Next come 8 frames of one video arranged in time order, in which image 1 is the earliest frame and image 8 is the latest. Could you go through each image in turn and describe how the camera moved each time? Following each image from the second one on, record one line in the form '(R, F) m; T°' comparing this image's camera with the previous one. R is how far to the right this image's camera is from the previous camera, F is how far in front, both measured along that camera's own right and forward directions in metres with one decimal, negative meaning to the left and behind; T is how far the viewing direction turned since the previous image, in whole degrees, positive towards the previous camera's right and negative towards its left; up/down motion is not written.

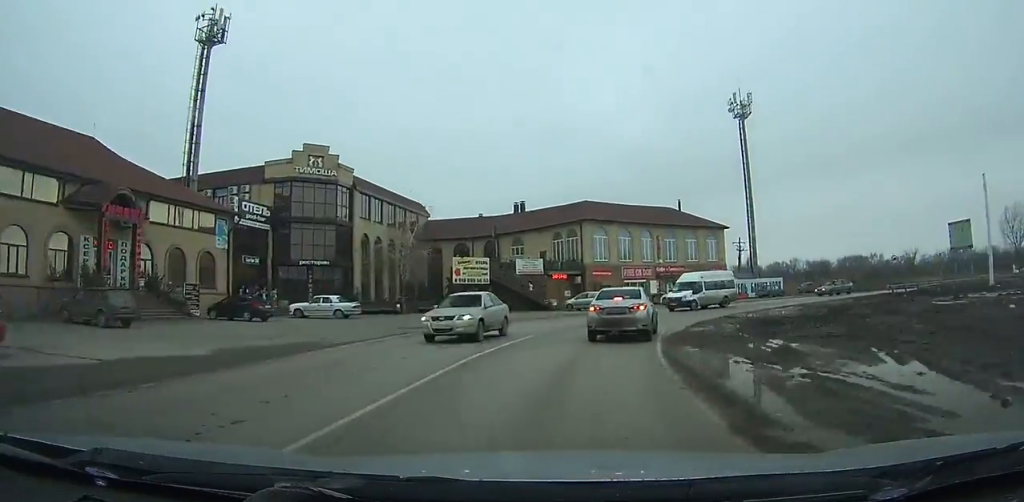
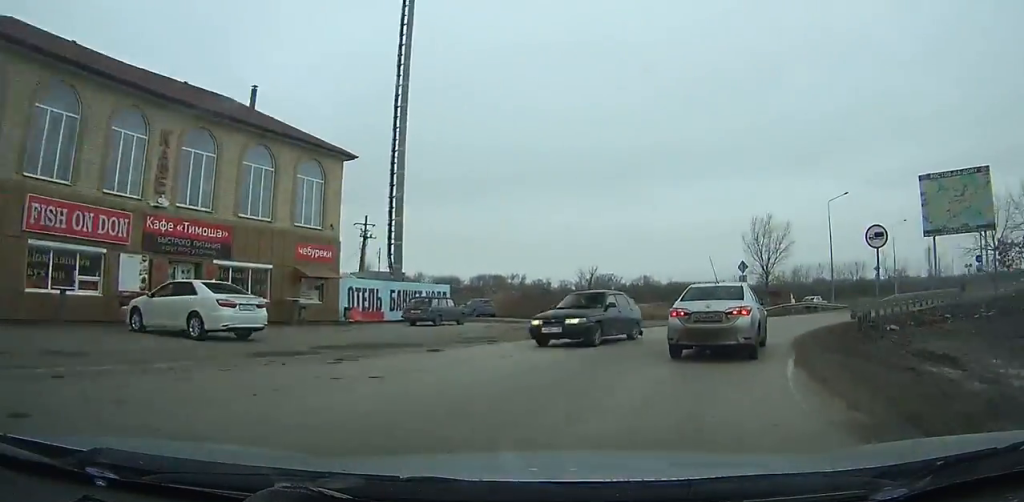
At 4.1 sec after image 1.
(+11.4, +35.4) m; +41°
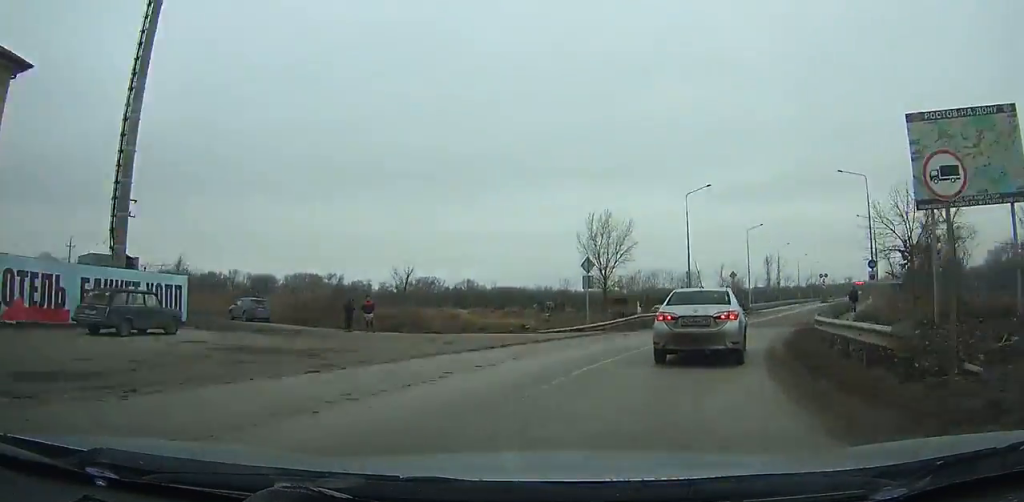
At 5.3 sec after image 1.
(+2.9, +11.5) m; +11°
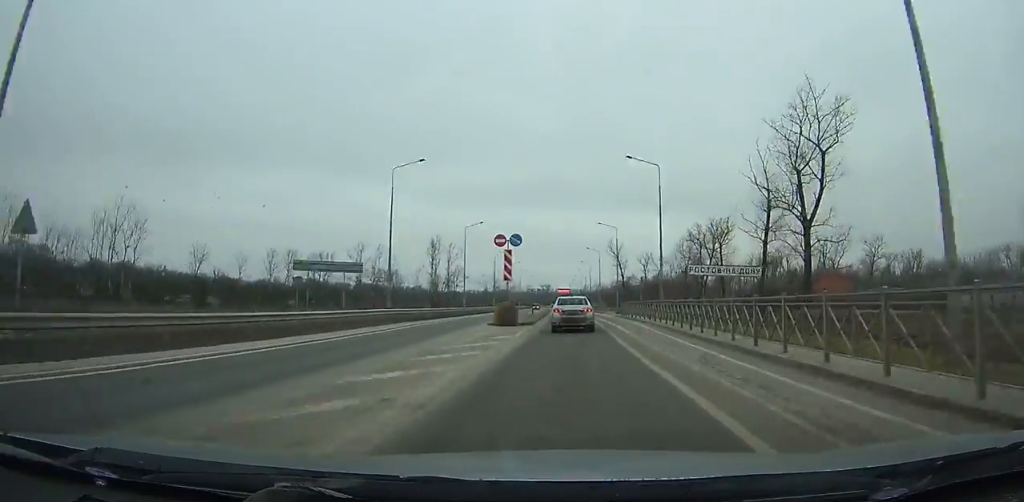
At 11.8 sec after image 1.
(+21.3, +74.5) m; +18°
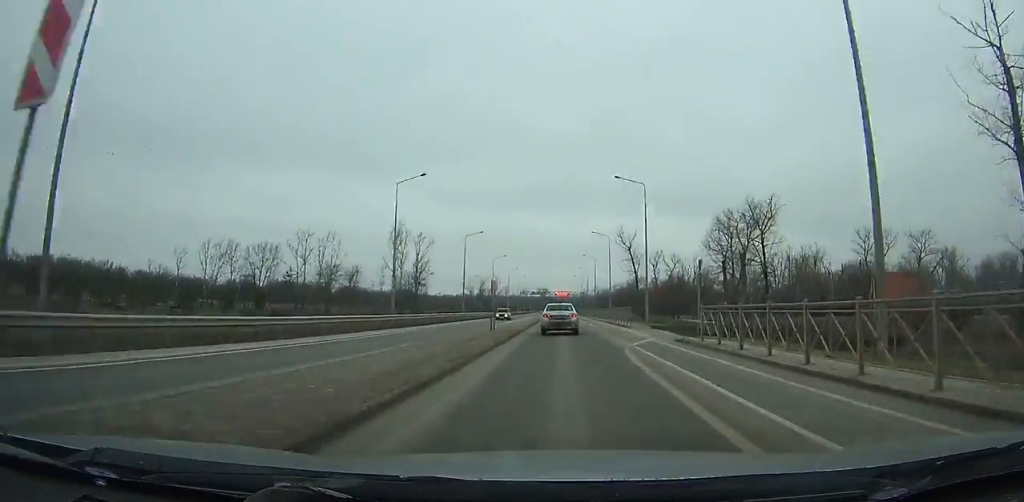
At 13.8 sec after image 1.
(0.0, +30.2) m; 0°
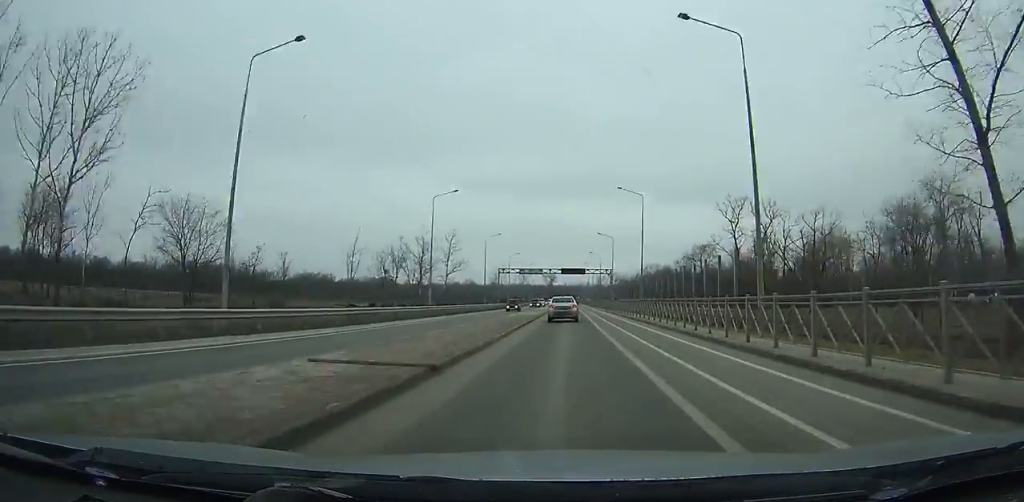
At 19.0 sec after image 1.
(-0.1, +89.8) m; 0°
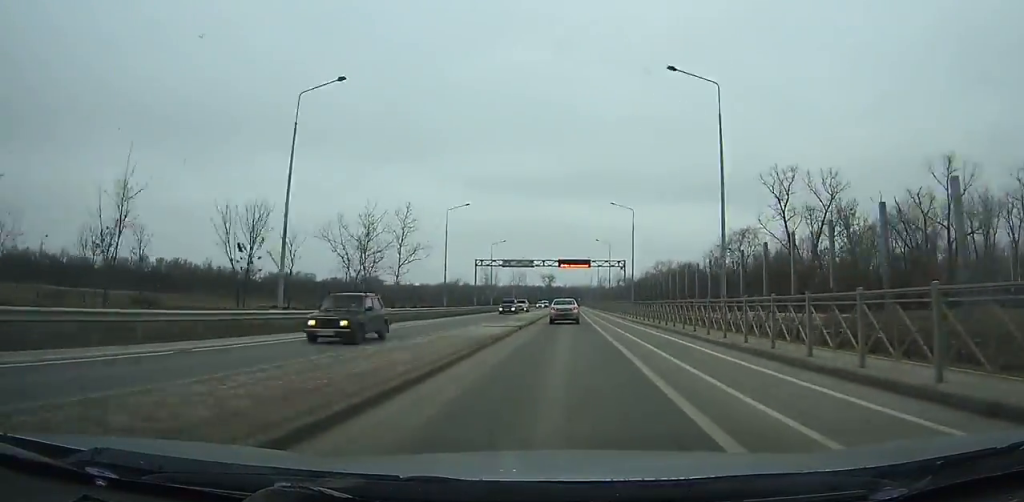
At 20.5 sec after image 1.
(-0.1, +28.6) m; 0°
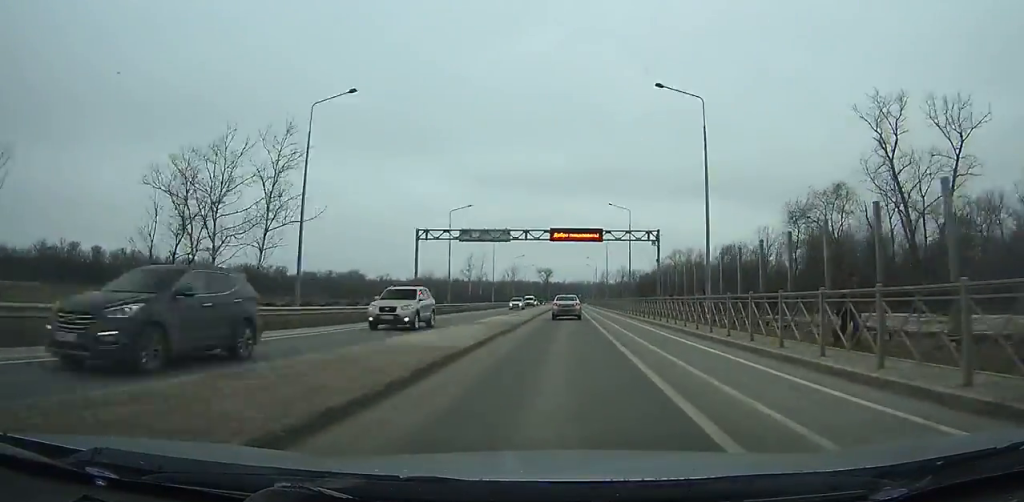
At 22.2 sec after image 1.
(0.0, +33.0) m; 0°
